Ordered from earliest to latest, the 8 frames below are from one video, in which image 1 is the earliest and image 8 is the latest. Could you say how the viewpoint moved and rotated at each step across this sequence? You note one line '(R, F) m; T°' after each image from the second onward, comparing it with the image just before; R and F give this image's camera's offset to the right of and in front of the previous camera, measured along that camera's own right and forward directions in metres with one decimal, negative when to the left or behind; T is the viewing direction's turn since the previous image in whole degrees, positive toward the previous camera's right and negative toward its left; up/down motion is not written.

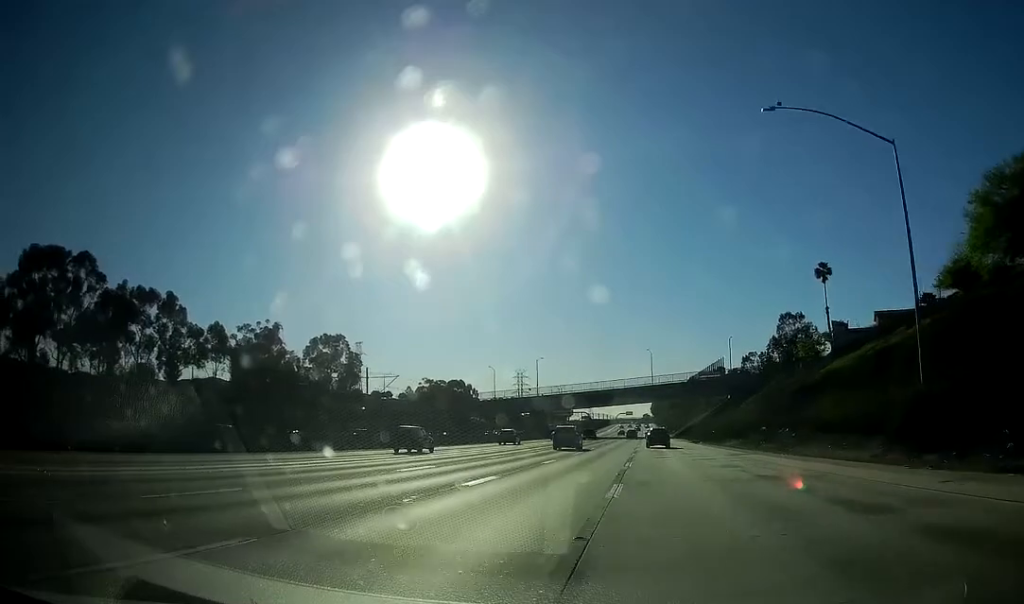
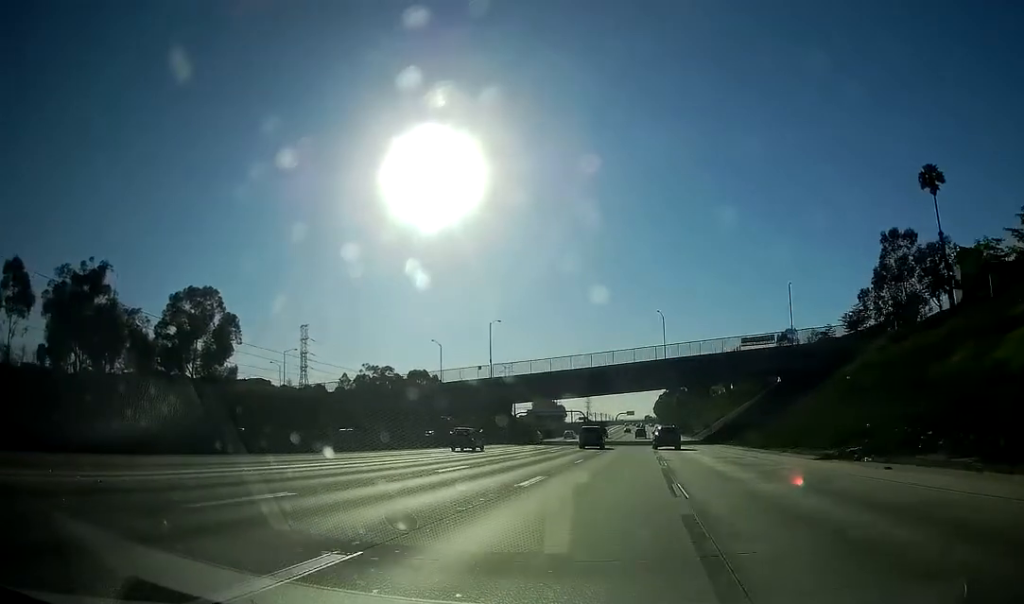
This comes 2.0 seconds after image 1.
(-1.2, +58.2) m; -1°
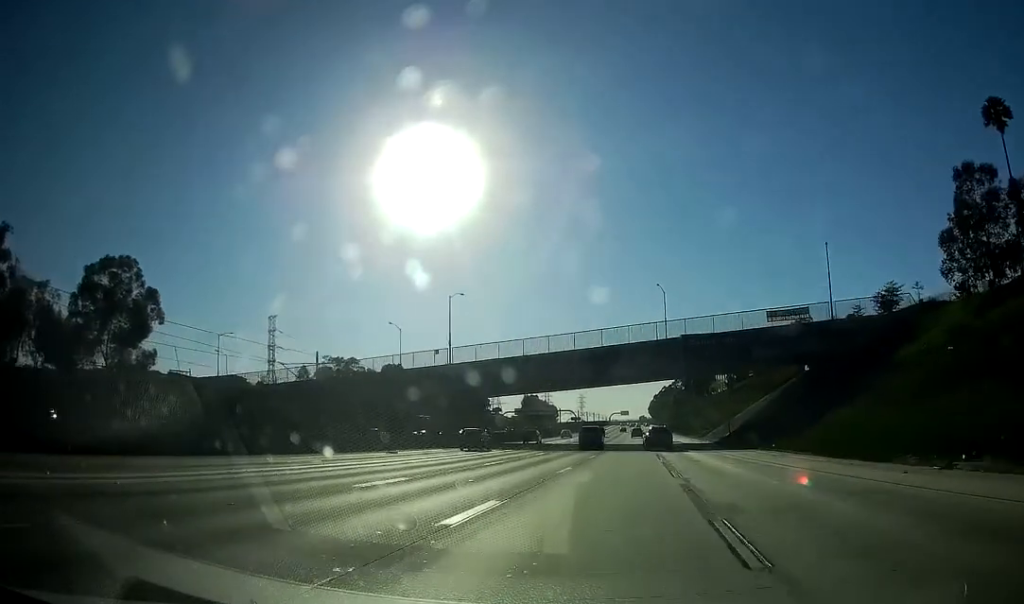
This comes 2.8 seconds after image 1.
(0.0, +22.7) m; 0°
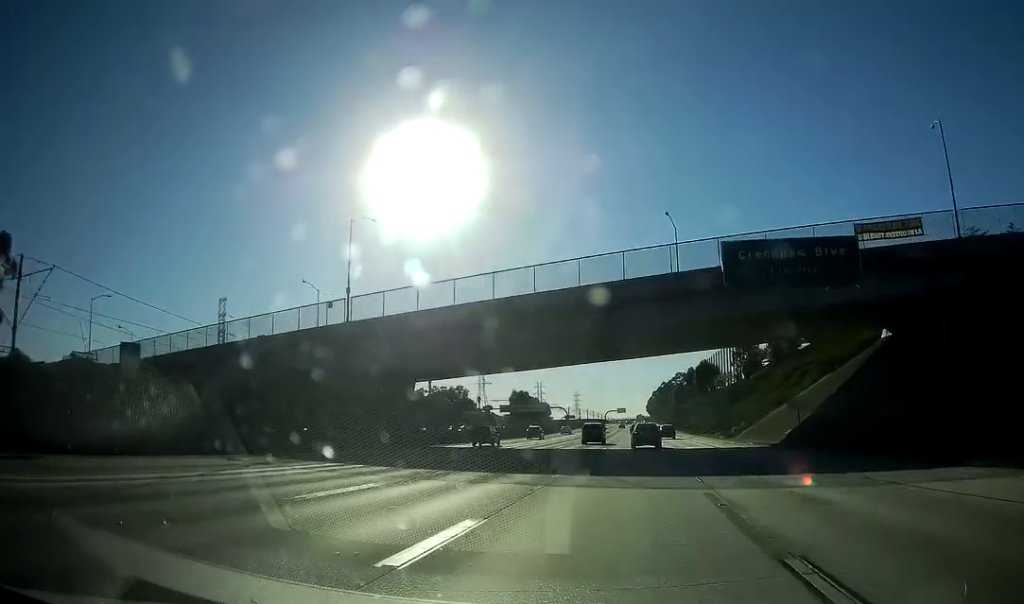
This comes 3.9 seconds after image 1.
(+0.2, +32.6) m; +1°
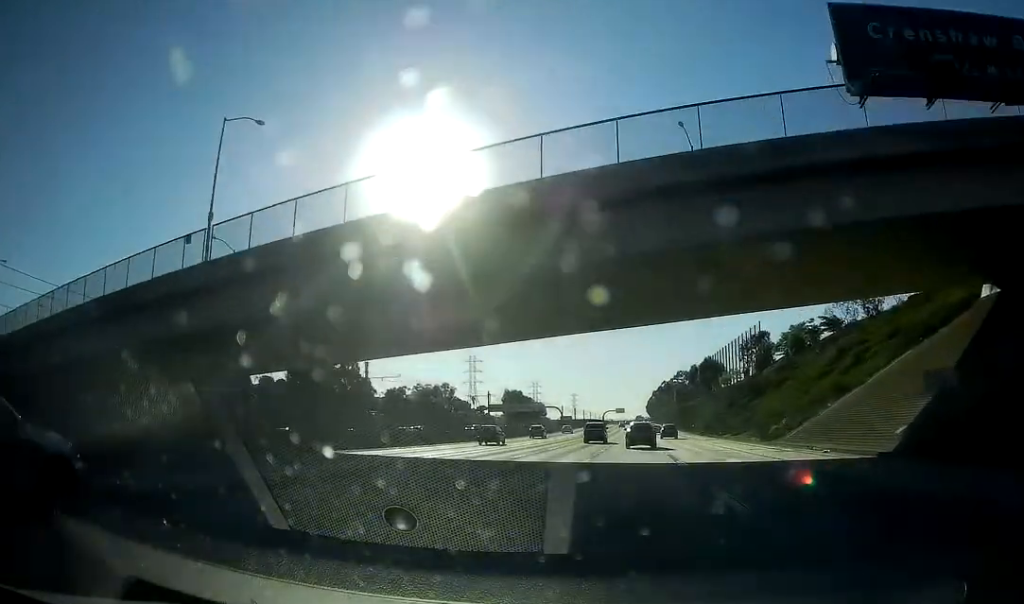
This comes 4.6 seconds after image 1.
(+0.2, +21.7) m; 0°
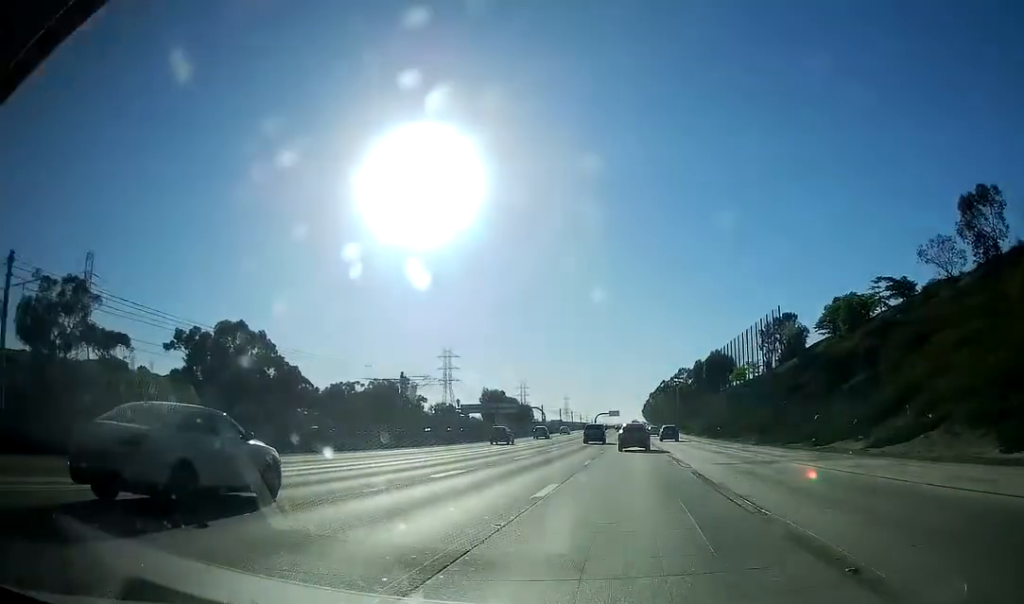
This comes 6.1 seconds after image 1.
(+0.2, +44.0) m; 0°
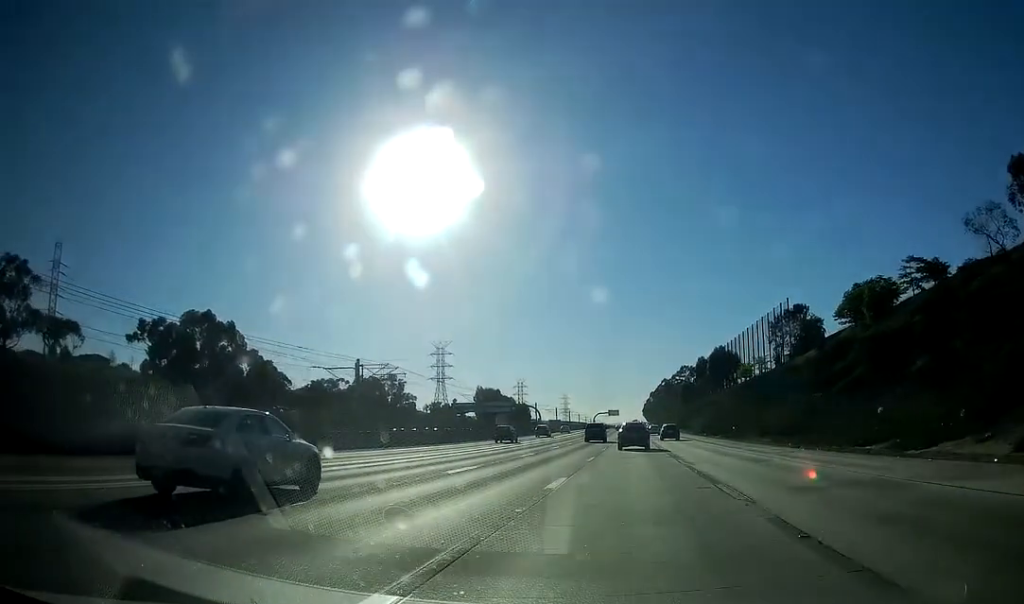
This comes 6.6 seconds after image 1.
(-0.1, +13.5) m; 0°
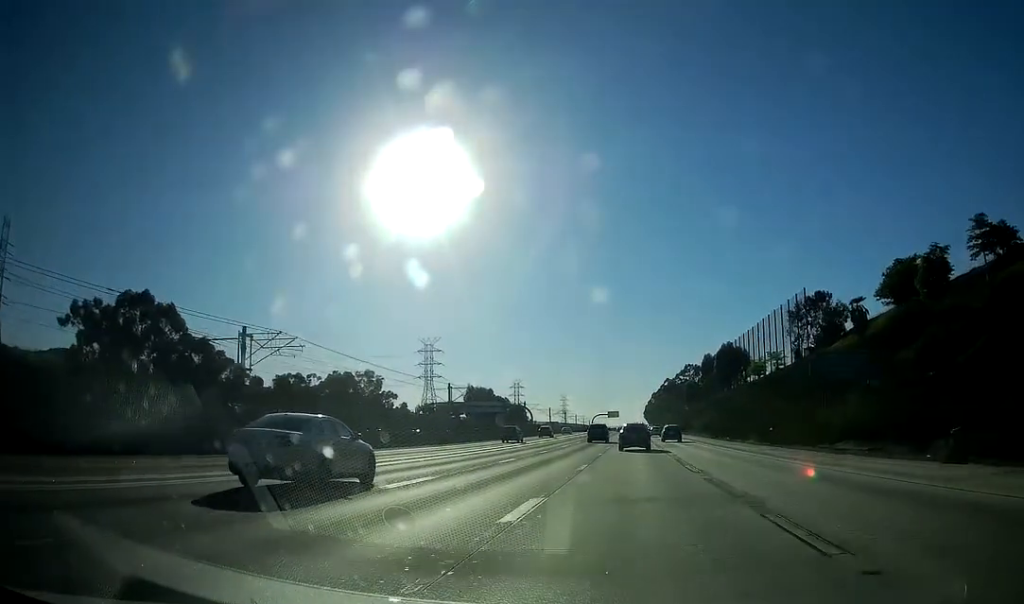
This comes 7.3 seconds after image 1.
(0.0, +20.1) m; 0°
